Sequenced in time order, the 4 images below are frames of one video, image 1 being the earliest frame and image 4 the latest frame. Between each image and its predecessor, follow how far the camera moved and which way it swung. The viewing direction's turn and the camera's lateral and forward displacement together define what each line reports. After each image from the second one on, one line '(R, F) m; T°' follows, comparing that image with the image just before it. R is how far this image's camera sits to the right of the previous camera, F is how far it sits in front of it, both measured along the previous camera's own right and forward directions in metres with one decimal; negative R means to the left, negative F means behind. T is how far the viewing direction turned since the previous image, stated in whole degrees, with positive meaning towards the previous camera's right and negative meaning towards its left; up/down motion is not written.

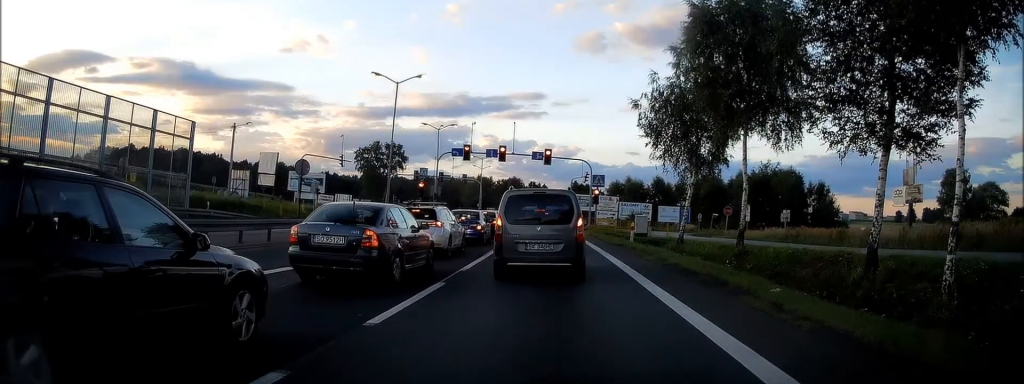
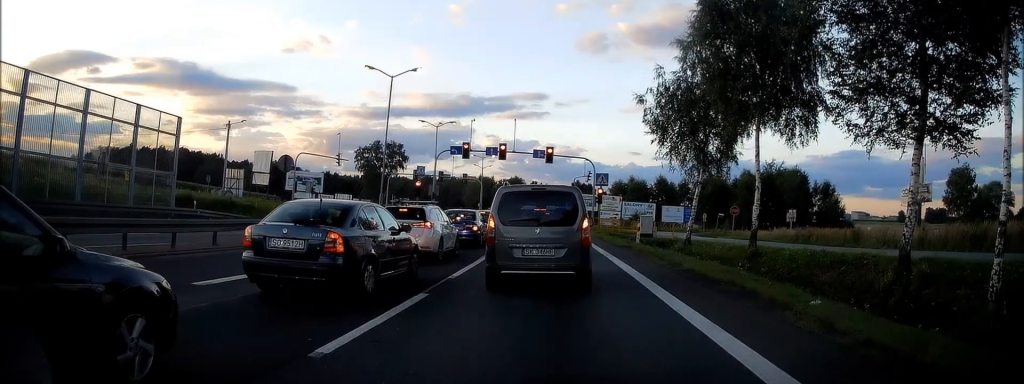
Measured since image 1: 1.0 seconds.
(0.0, +1.5) m; 0°
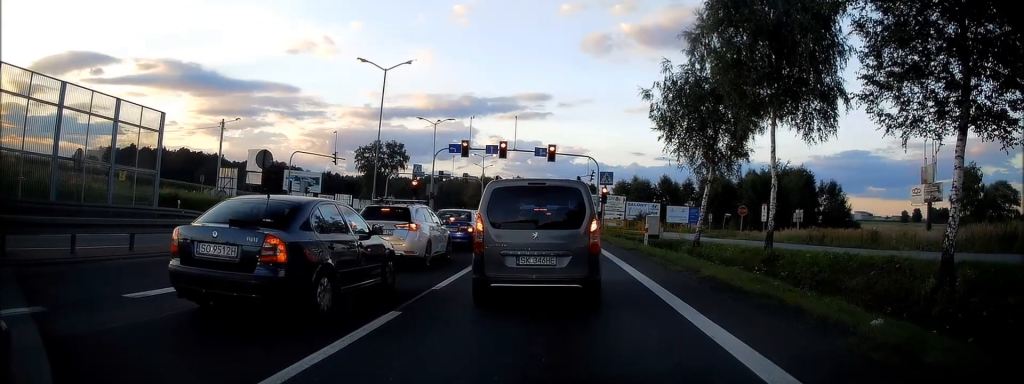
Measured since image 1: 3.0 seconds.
(-0.2, +1.6) m; 0°
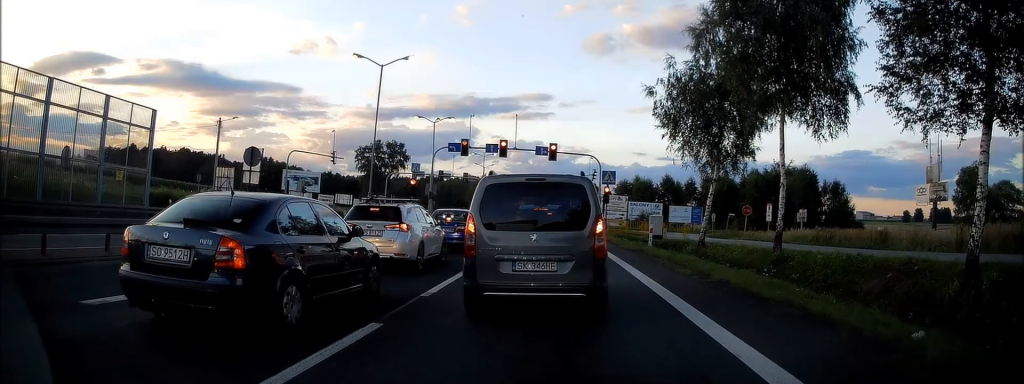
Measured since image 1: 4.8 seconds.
(-0.2, +0.6) m; 0°
